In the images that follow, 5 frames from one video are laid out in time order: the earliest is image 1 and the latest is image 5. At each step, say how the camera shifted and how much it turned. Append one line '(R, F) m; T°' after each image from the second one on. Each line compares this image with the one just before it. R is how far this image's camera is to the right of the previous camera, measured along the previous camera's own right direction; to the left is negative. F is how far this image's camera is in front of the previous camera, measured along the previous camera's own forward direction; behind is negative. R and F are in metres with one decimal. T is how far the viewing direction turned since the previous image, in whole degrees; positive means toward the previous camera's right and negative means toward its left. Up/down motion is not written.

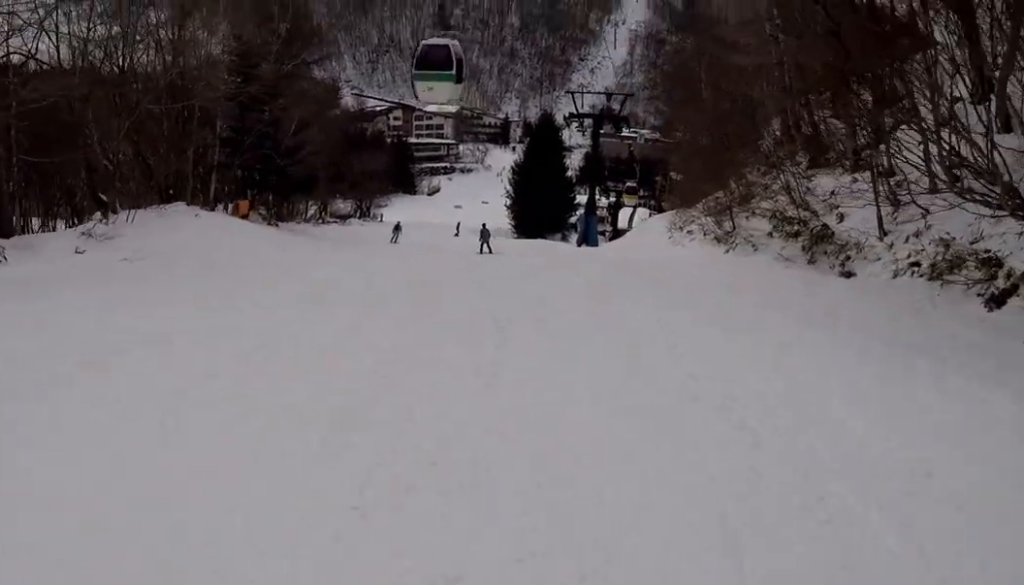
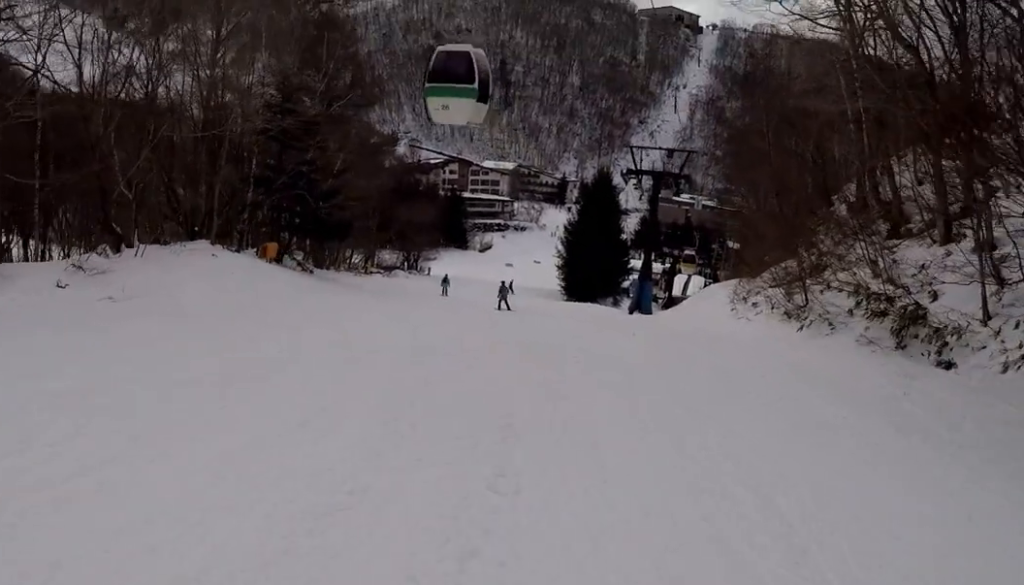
(-0.2, +3.0) m; -3°
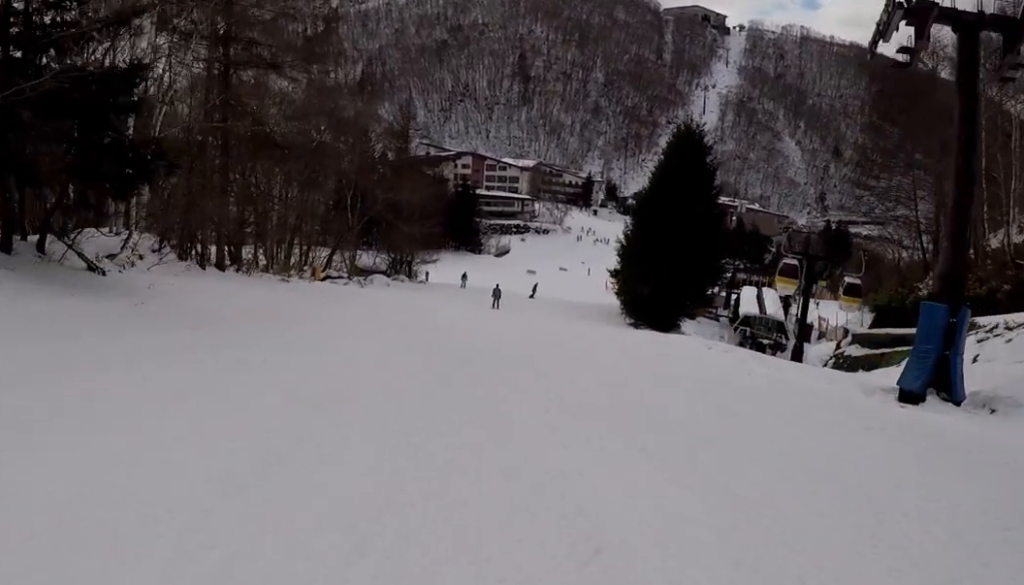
(-0.9, +26.4) m; -5°
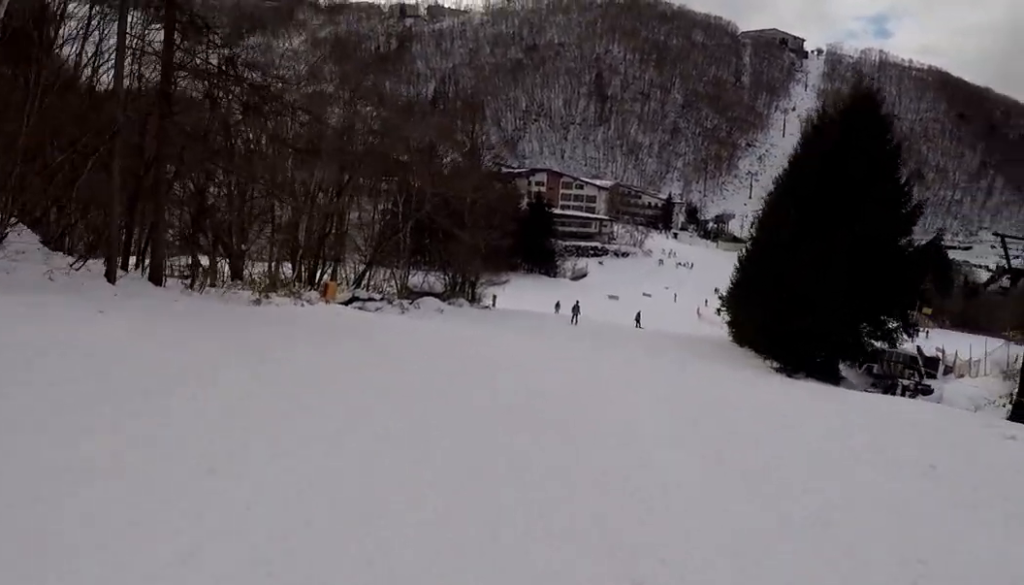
(-0.7, +14.3) m; -2°
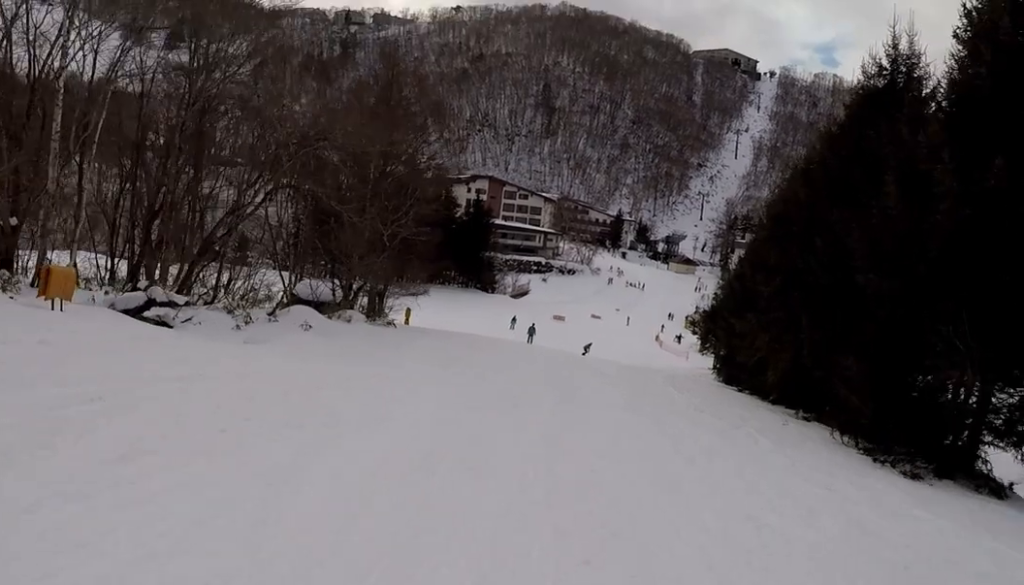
(+1.5, +15.0) m; +9°
